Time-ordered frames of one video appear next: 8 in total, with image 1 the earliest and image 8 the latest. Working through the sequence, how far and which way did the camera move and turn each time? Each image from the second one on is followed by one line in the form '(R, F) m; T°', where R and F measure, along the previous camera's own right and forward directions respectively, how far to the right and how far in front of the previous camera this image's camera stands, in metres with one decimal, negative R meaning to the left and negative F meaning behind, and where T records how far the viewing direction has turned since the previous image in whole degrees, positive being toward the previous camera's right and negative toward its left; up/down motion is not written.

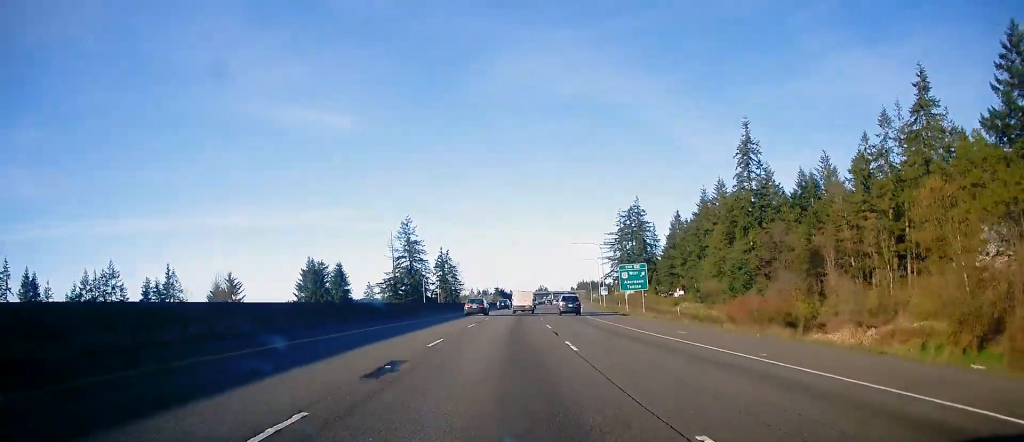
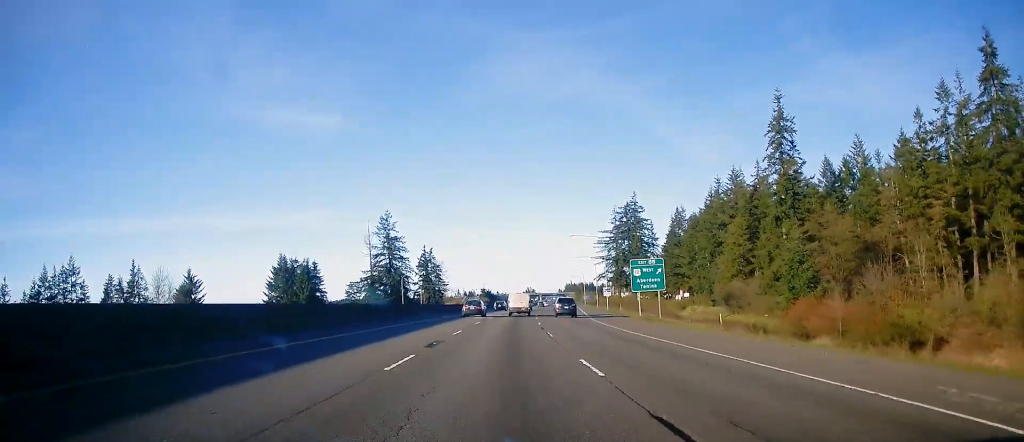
(+0.3, +16.8) m; +1°
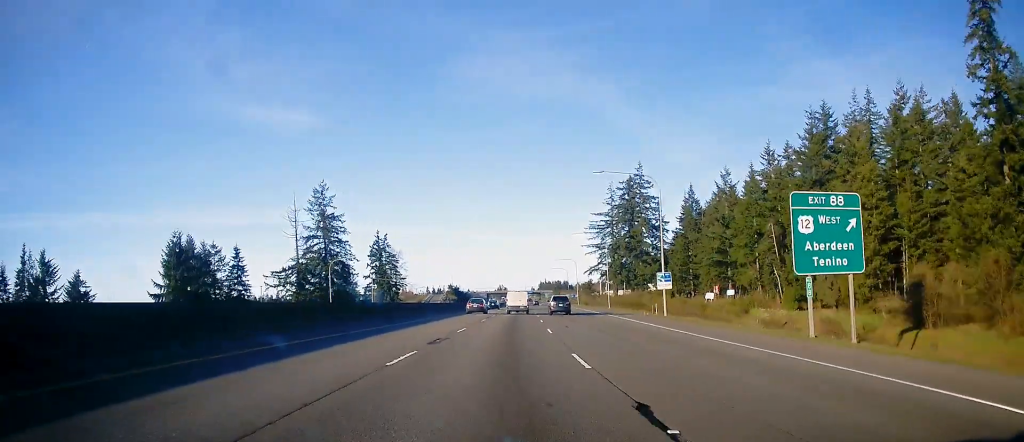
(+1.2, +48.4) m; +3°
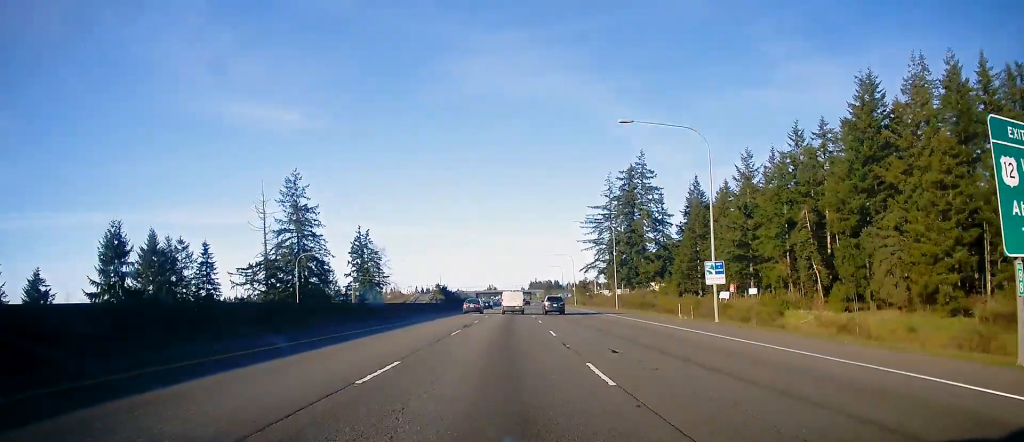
(+0.3, +14.7) m; +1°
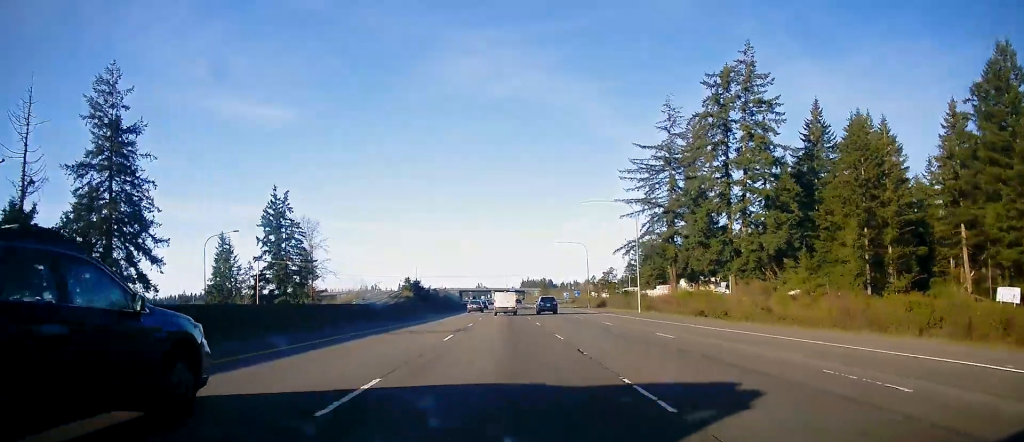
(+0.4, +76.0) m; 0°
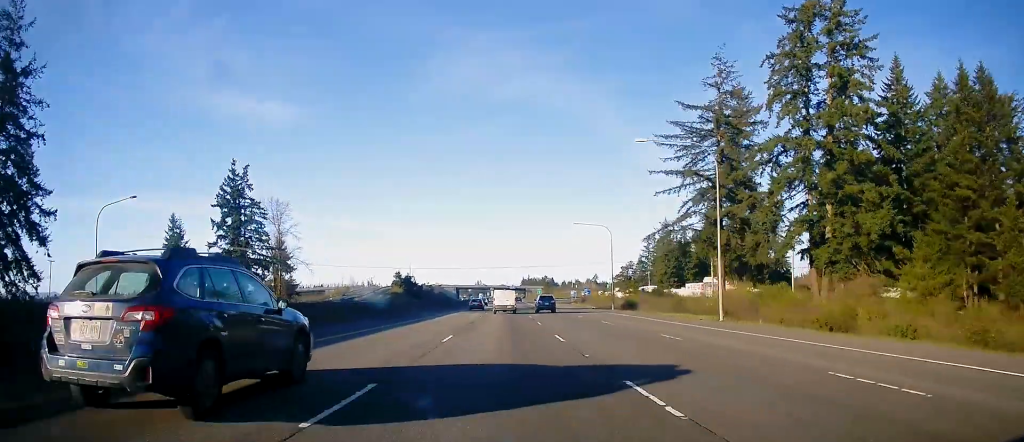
(0.0, +24.9) m; 0°
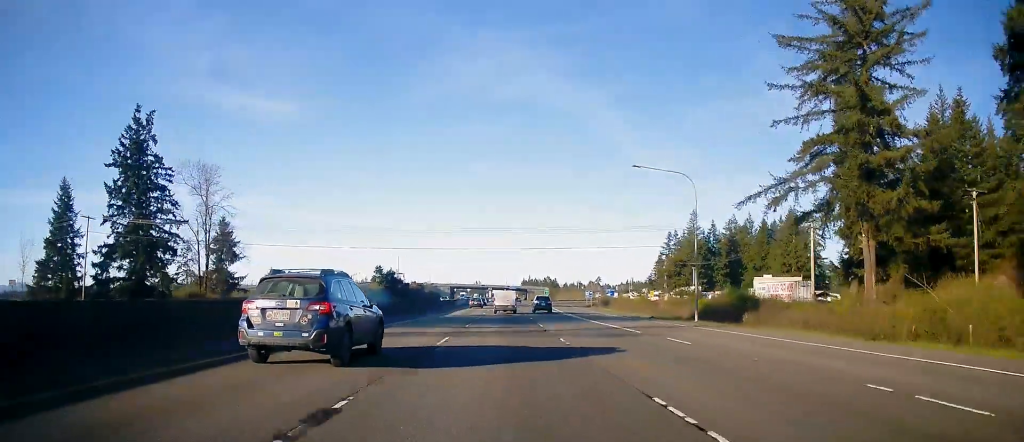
(0.0, +38.0) m; 0°
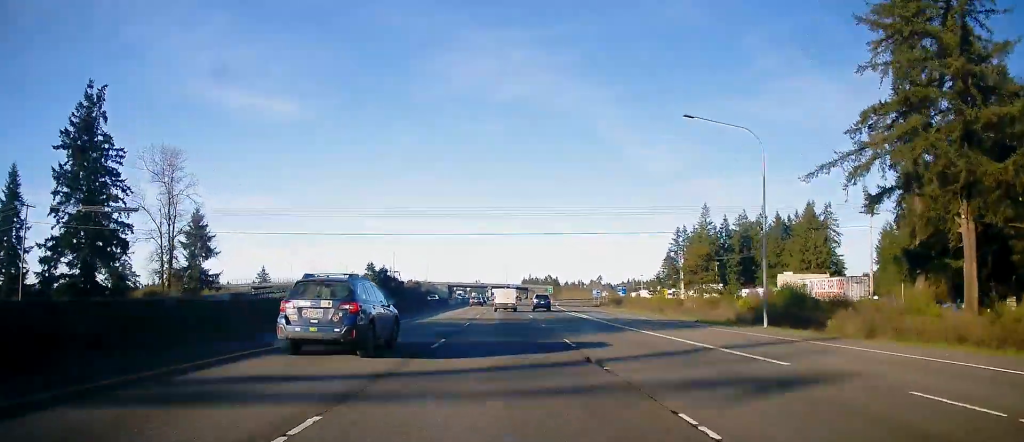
(0.0, +13.3) m; 0°
